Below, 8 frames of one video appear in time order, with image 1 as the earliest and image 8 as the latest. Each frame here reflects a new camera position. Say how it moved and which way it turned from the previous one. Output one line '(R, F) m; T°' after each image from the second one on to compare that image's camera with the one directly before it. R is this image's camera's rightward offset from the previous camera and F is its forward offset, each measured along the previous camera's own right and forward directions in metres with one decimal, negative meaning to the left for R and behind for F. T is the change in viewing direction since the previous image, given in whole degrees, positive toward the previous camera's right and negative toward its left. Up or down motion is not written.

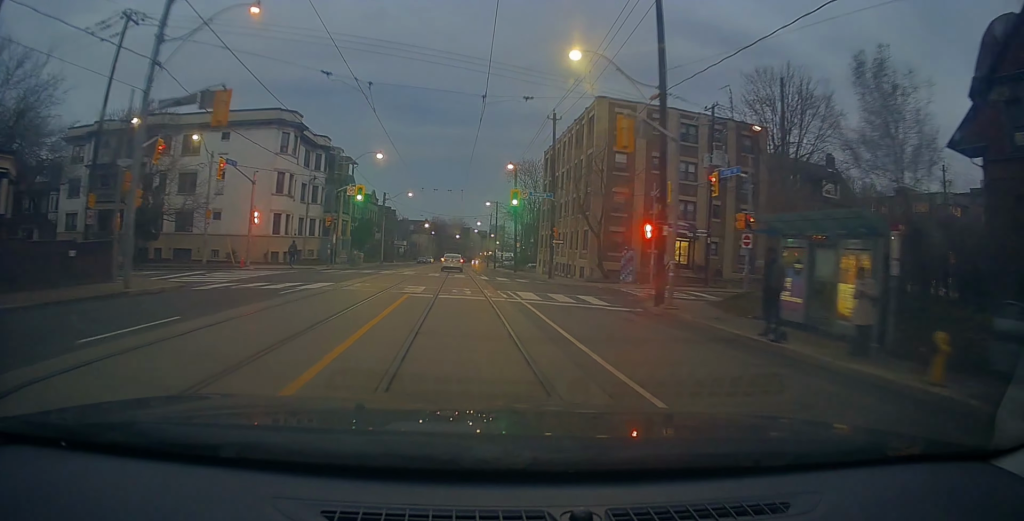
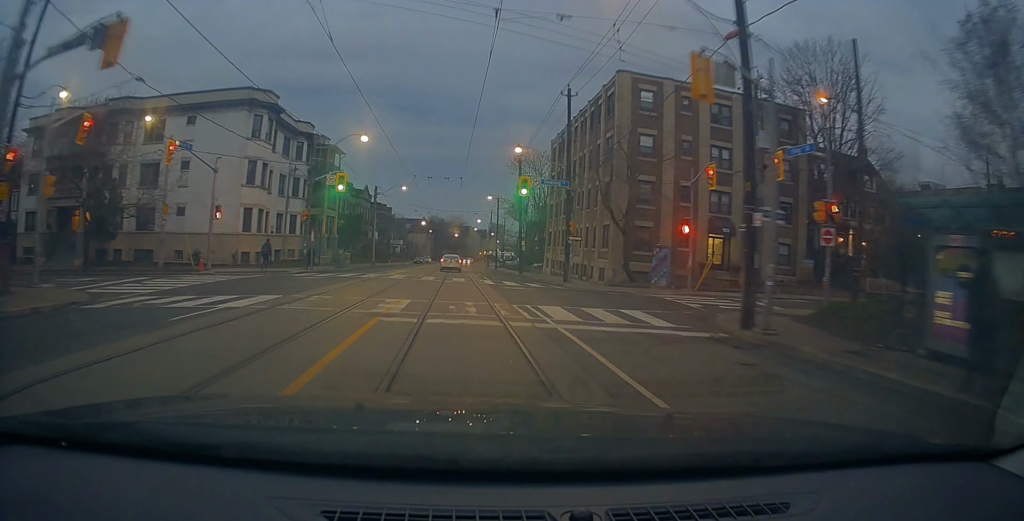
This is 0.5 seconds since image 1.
(0.0, +7.2) m; 0°
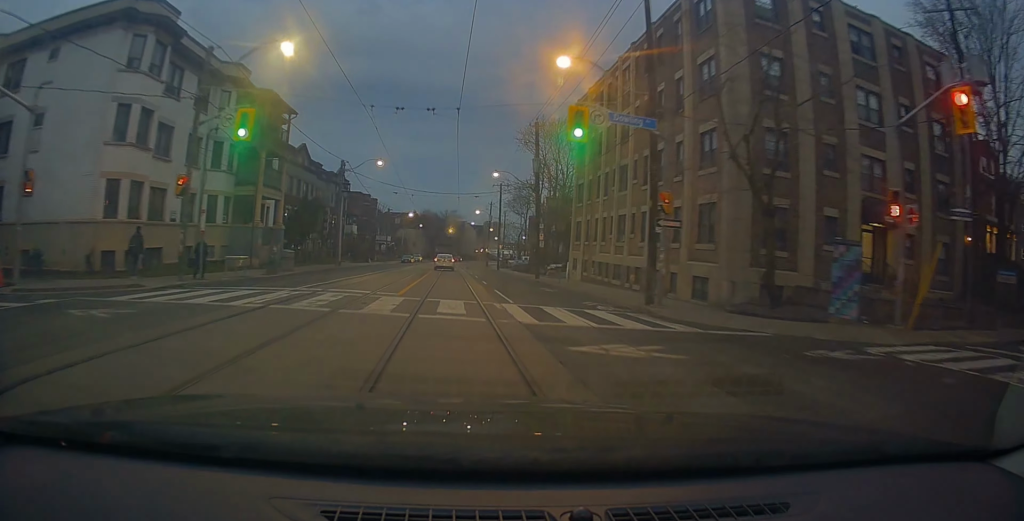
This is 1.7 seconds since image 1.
(+0.1, +17.8) m; +1°
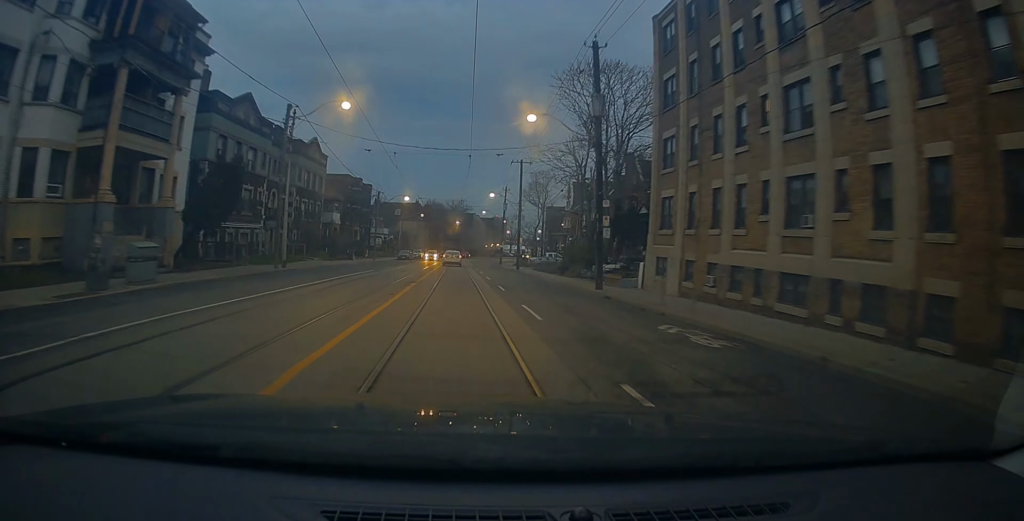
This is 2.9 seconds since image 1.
(+0.1, +18.2) m; 0°
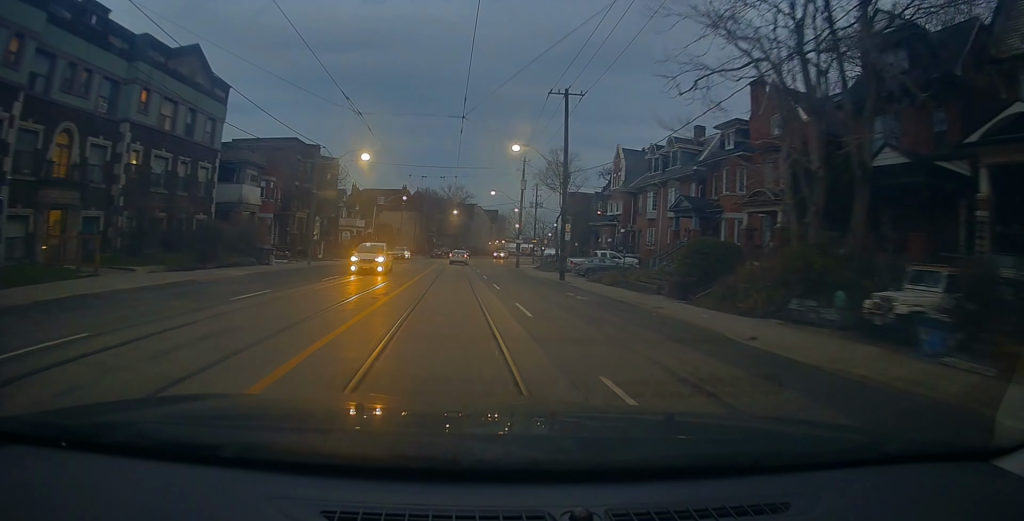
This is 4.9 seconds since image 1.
(-0.7, +27.7) m; -2°
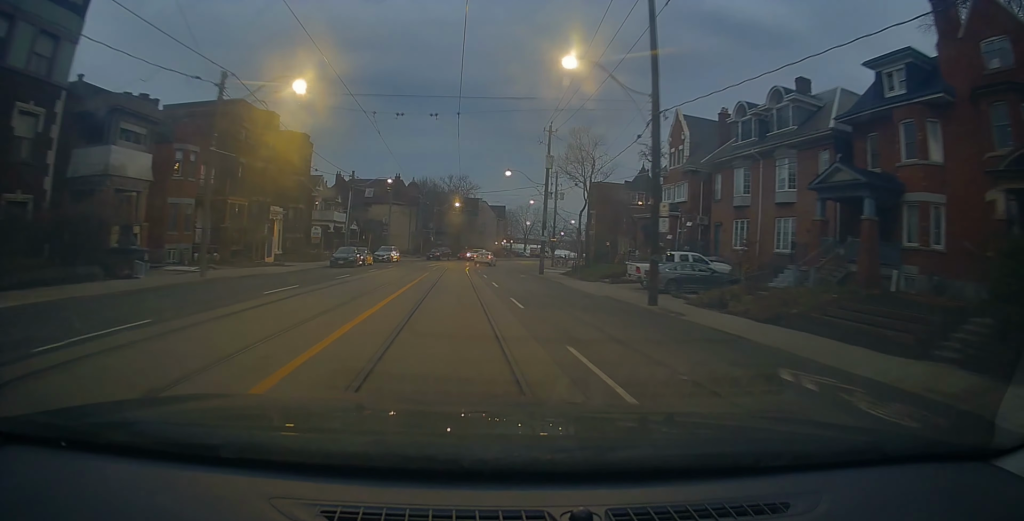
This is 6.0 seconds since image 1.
(+0.3, +15.9) m; +2°
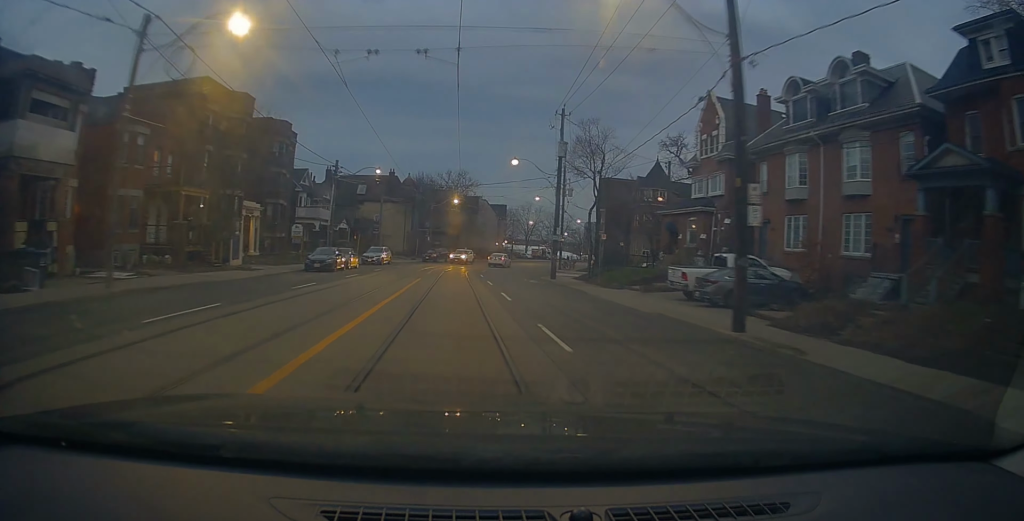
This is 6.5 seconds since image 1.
(0.0, +6.1) m; 0°
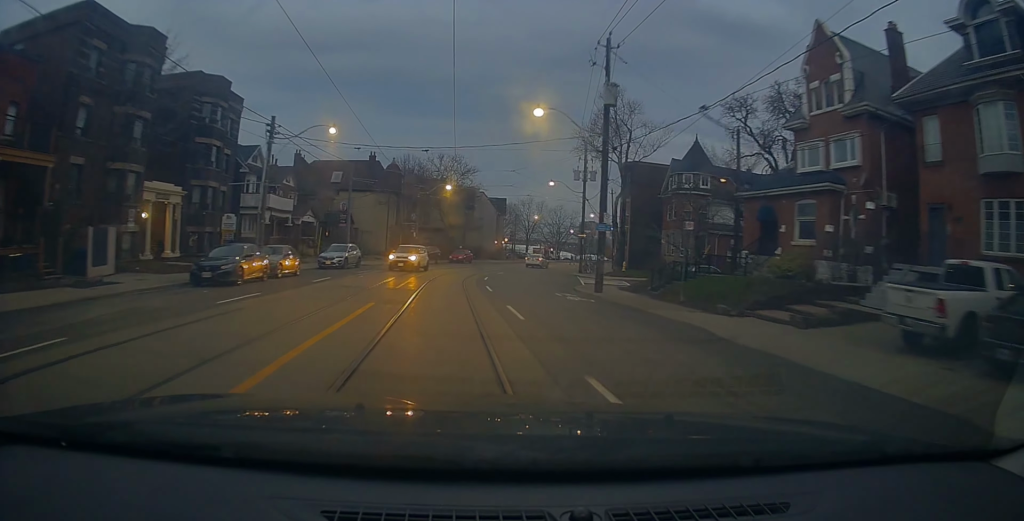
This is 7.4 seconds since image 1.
(0.0, +13.8) m; -1°
